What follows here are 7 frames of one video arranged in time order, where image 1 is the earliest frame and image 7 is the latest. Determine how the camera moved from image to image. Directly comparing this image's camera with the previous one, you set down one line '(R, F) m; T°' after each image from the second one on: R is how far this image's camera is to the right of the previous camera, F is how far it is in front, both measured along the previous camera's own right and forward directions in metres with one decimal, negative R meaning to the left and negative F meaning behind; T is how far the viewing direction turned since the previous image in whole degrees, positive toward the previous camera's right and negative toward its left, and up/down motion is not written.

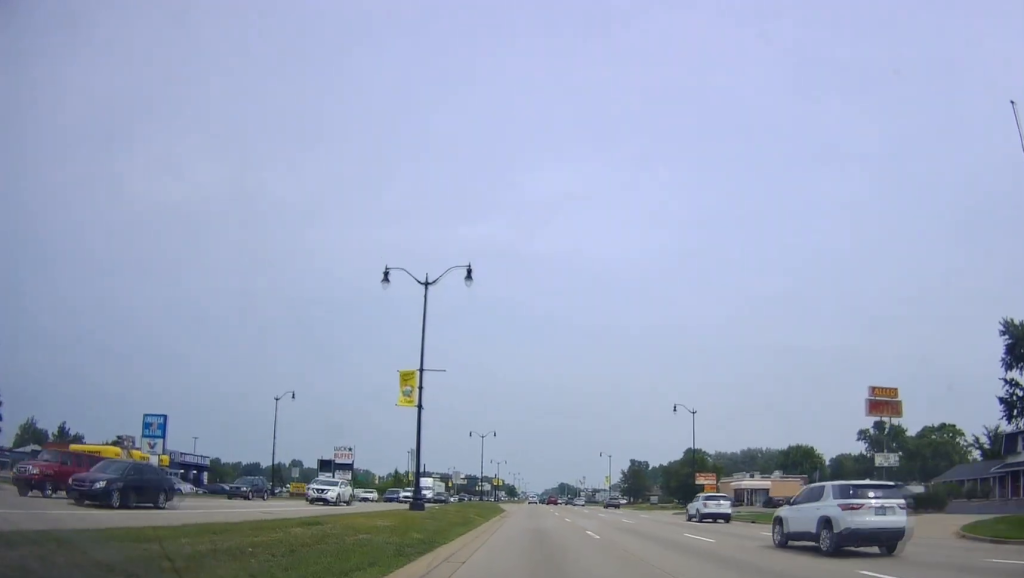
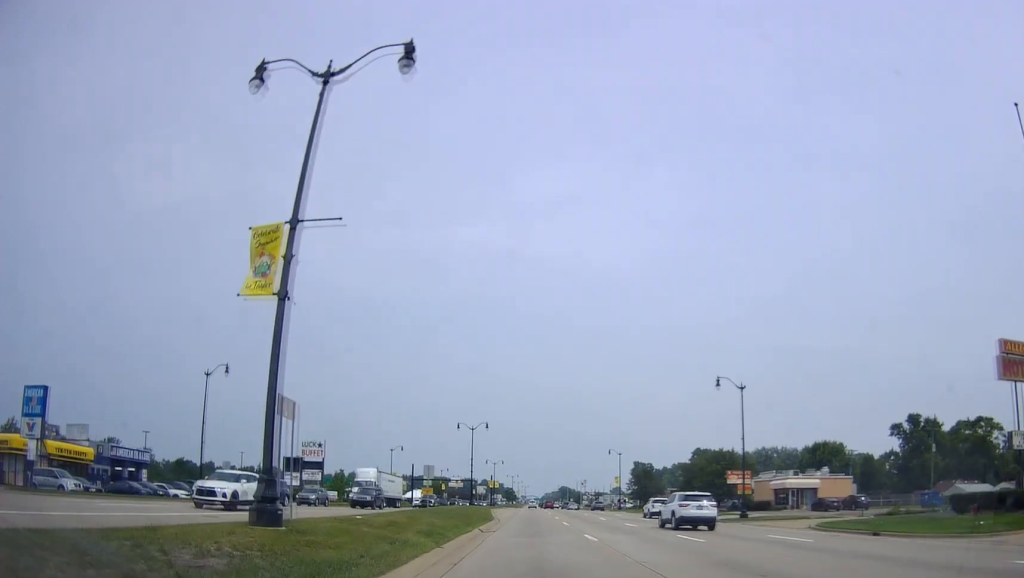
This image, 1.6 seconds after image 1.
(-0.7, +10.8) m; 0°
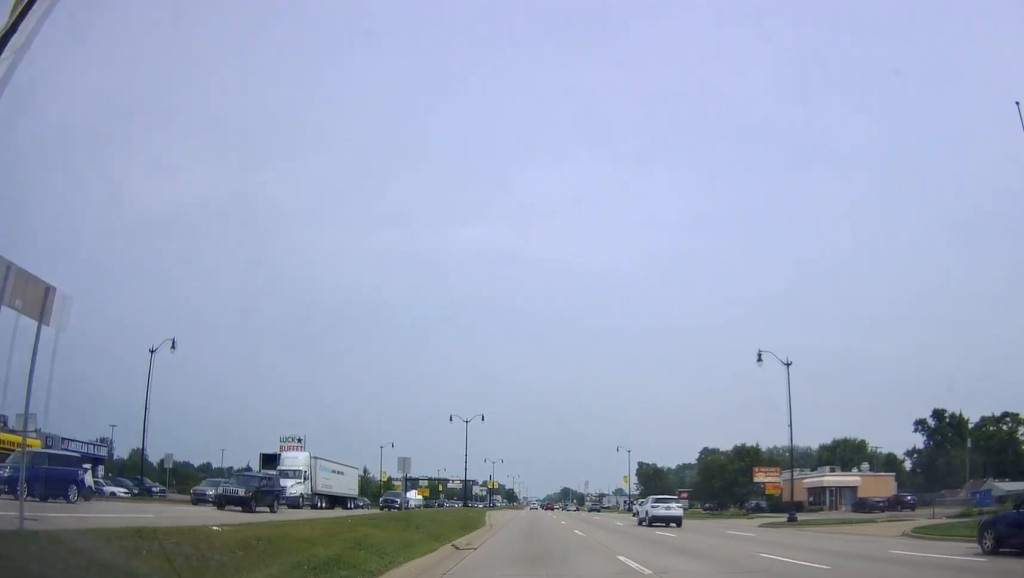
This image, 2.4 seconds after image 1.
(+0.6, +7.7) m; +4°
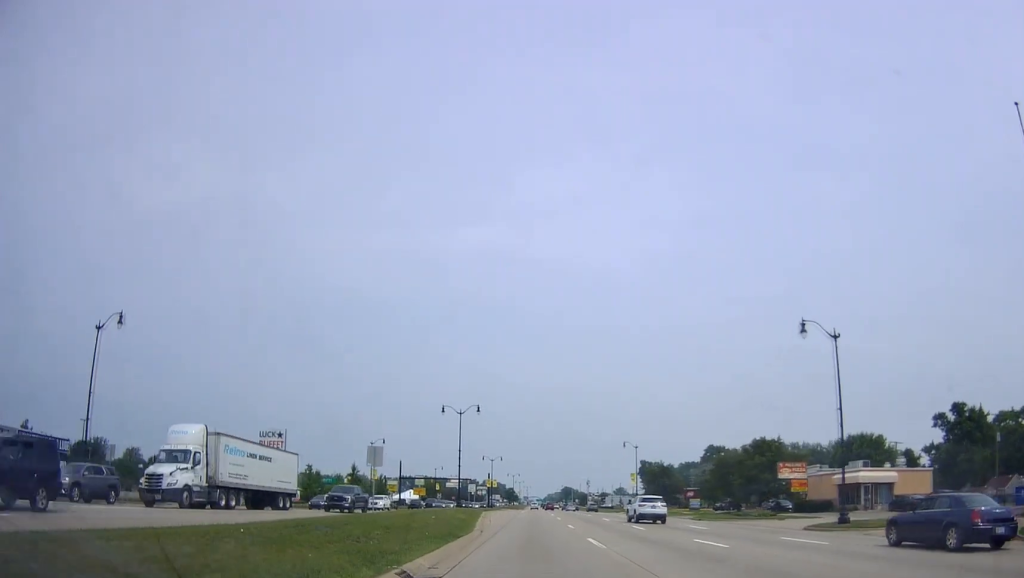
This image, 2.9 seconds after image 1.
(+0.1, +6.3) m; 0°
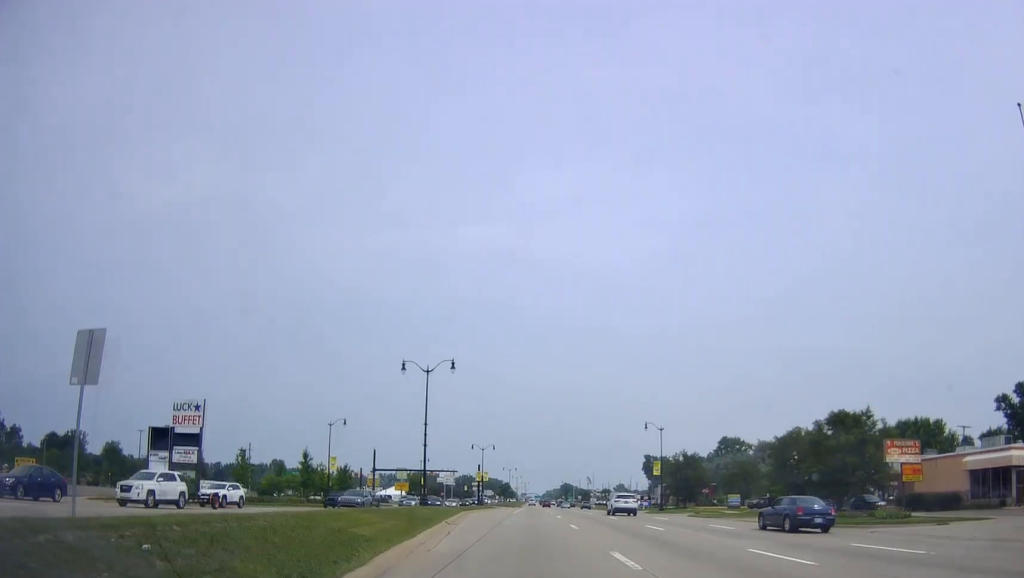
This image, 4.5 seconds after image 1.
(0.0, +18.7) m; 0°
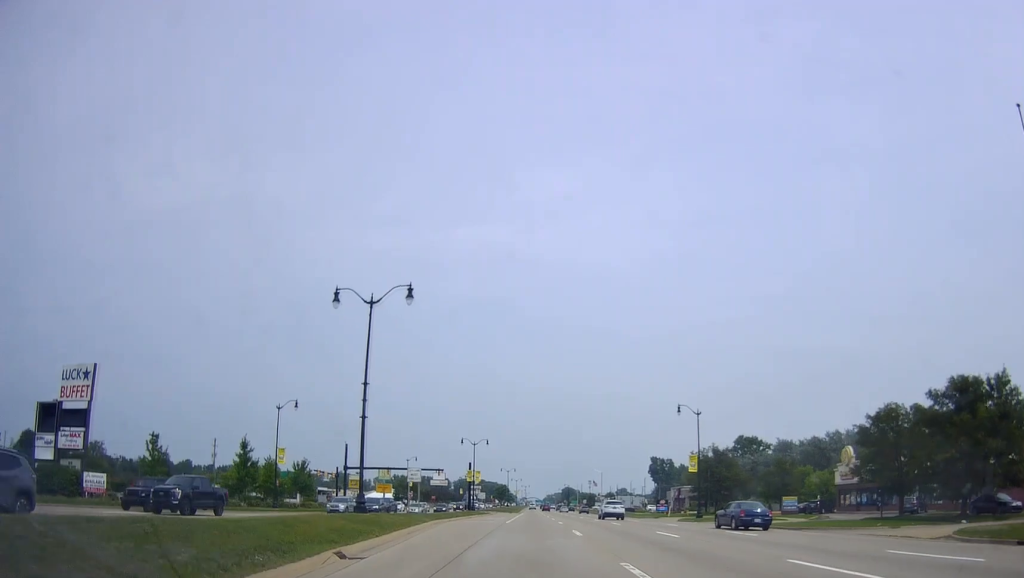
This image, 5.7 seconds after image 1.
(0.0, +16.6) m; 0°
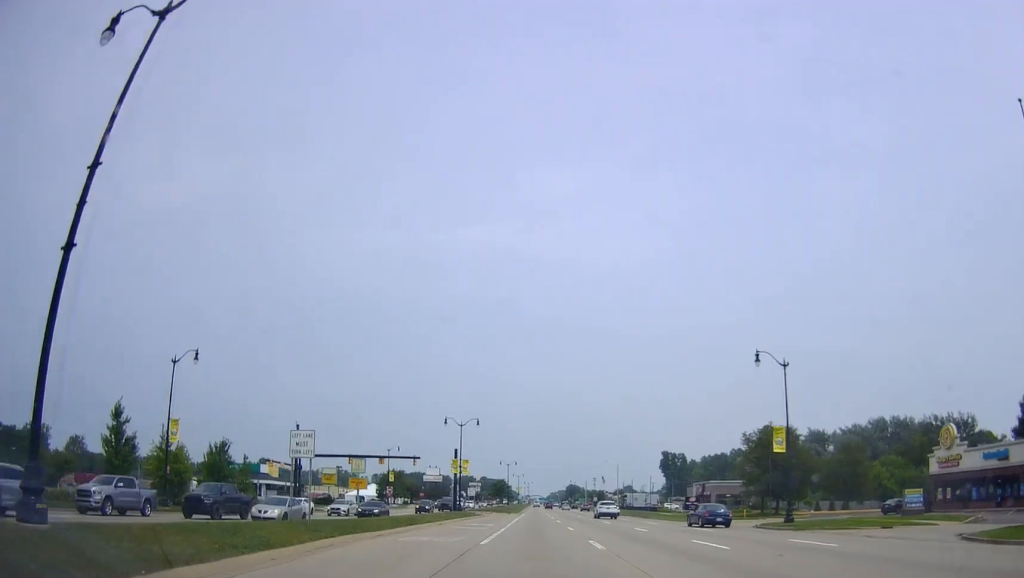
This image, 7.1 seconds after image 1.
(0.0, +21.4) m; 0°
